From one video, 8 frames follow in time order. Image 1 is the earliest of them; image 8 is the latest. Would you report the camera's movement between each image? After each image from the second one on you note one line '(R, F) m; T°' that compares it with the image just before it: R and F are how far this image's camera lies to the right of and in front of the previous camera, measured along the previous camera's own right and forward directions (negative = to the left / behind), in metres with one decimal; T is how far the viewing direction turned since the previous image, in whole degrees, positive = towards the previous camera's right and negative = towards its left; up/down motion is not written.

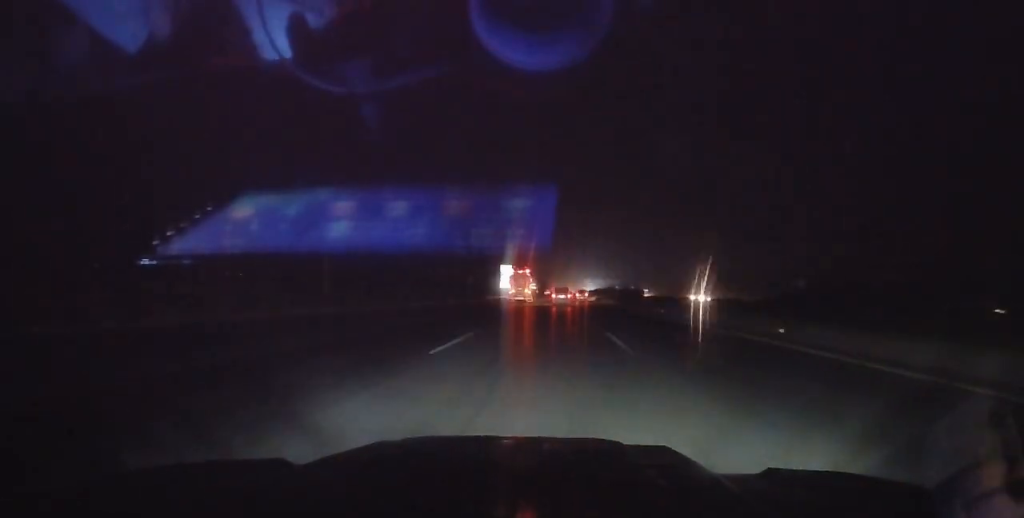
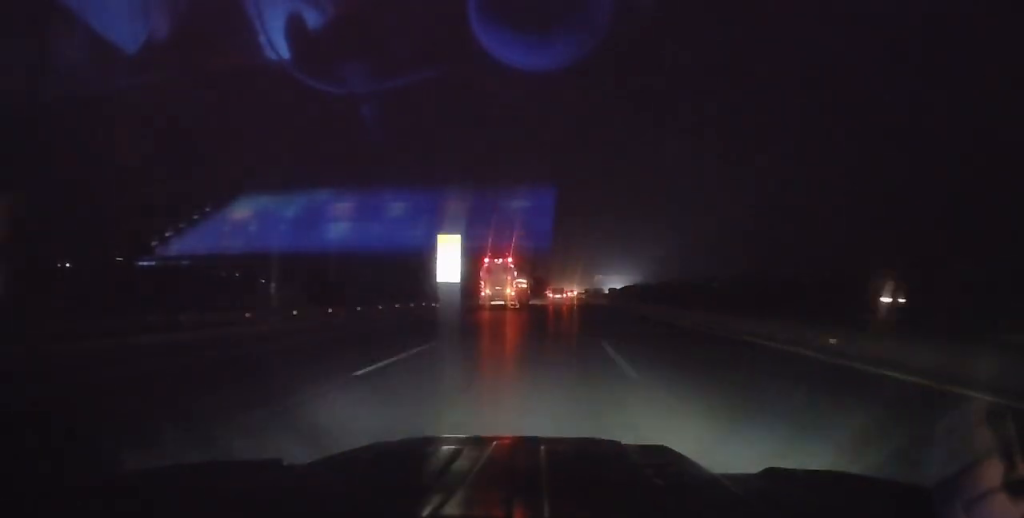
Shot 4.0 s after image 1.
(+0.3, +75.6) m; 0°
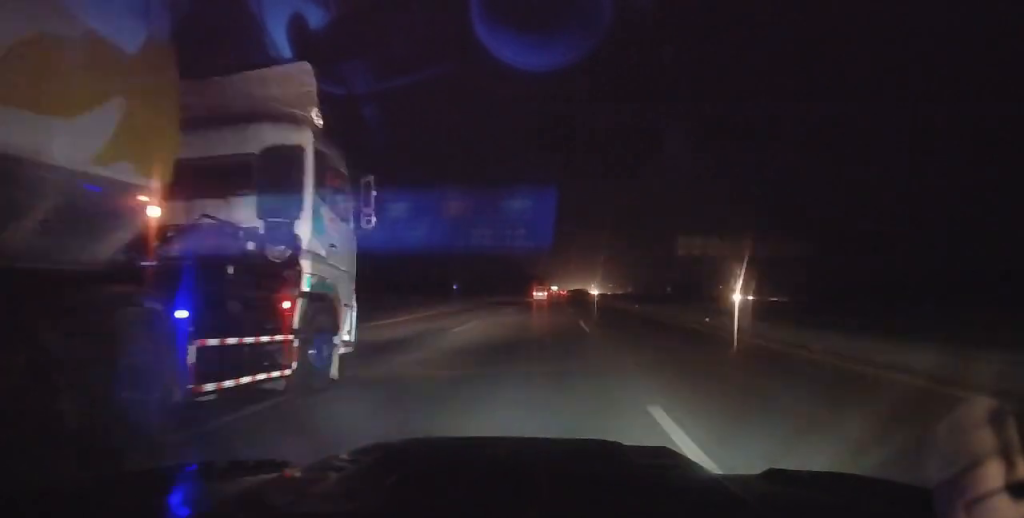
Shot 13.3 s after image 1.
(-0.3, +174.4) m; 0°
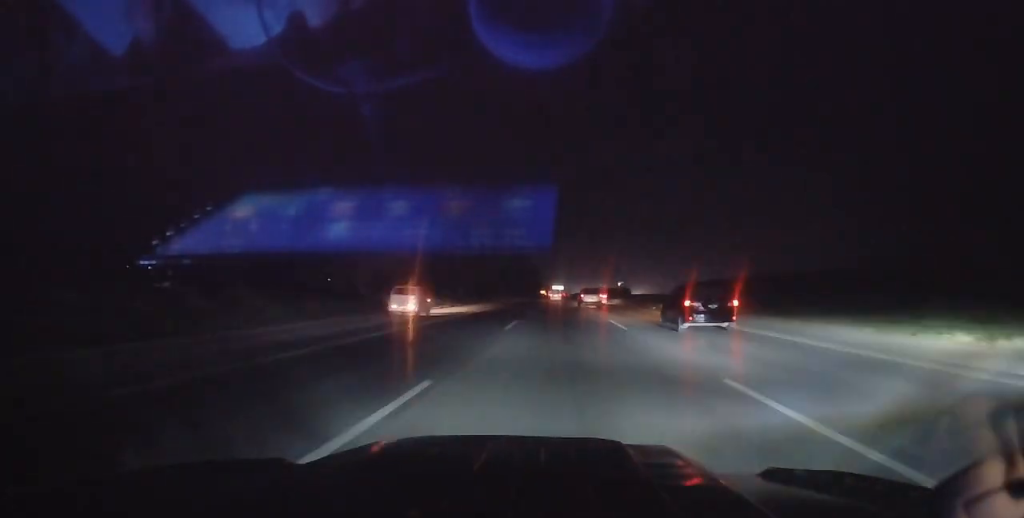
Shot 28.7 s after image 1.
(0.0, +286.2) m; 0°
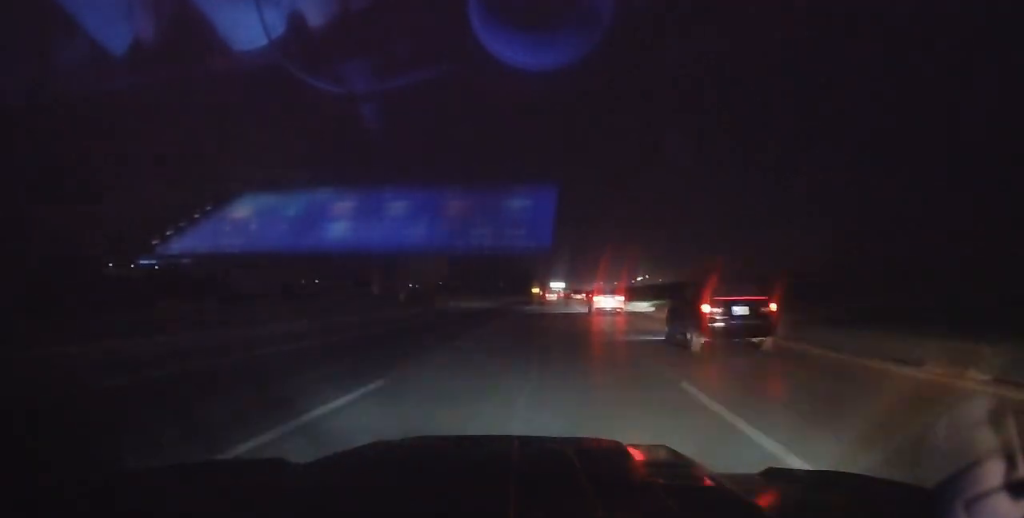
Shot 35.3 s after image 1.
(+0.1, +124.0) m; 0°
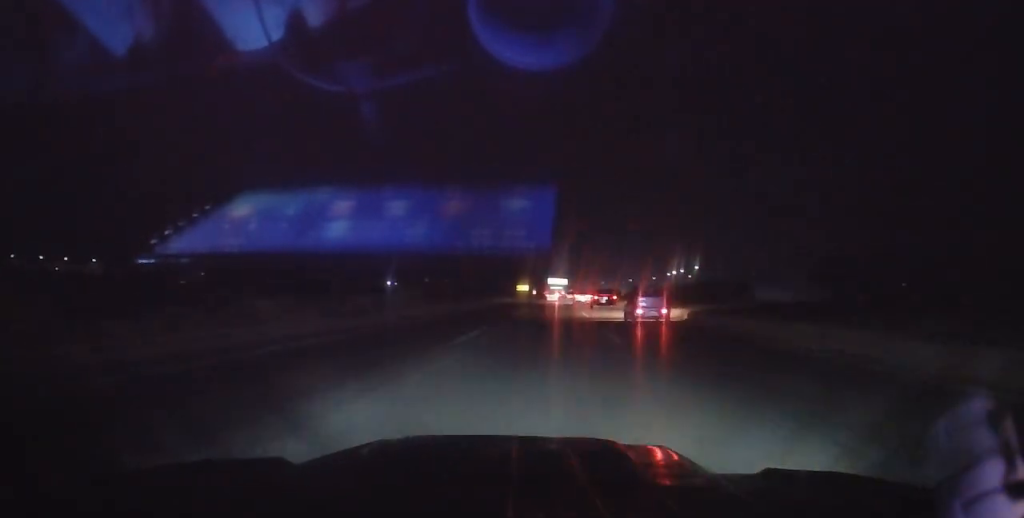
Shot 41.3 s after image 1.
(-0.7, +110.2) m; 0°
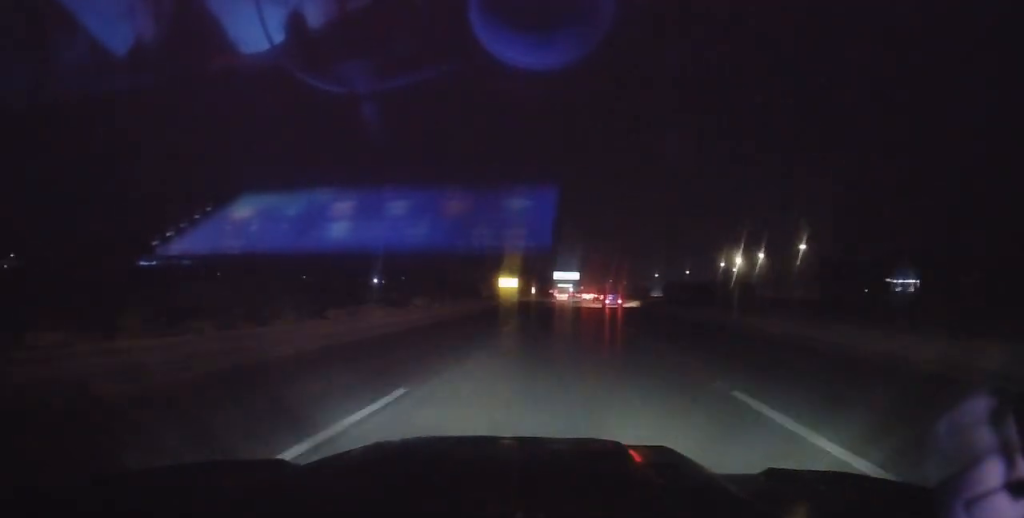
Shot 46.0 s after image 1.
(+0.1, +85.1) m; 0°
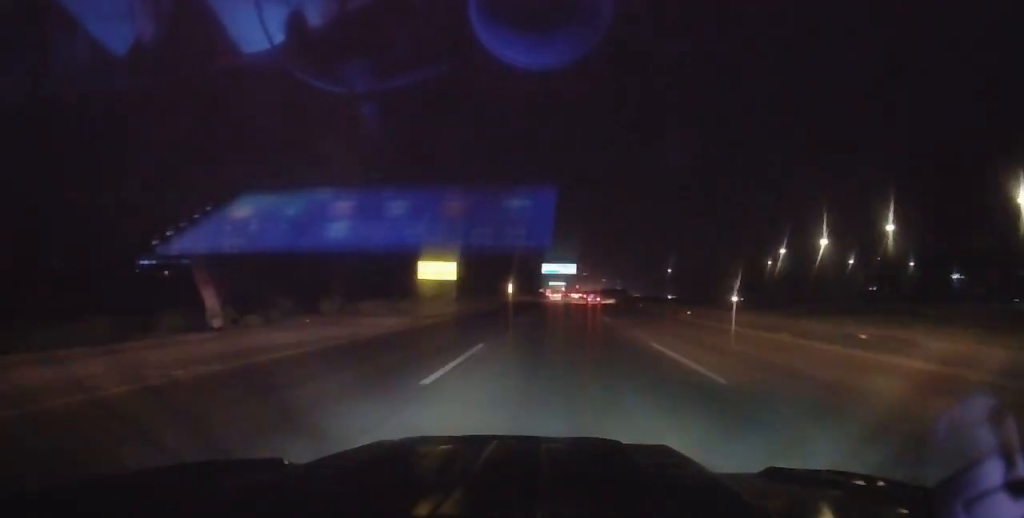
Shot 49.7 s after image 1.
(+0.2, +66.3) m; 0°
